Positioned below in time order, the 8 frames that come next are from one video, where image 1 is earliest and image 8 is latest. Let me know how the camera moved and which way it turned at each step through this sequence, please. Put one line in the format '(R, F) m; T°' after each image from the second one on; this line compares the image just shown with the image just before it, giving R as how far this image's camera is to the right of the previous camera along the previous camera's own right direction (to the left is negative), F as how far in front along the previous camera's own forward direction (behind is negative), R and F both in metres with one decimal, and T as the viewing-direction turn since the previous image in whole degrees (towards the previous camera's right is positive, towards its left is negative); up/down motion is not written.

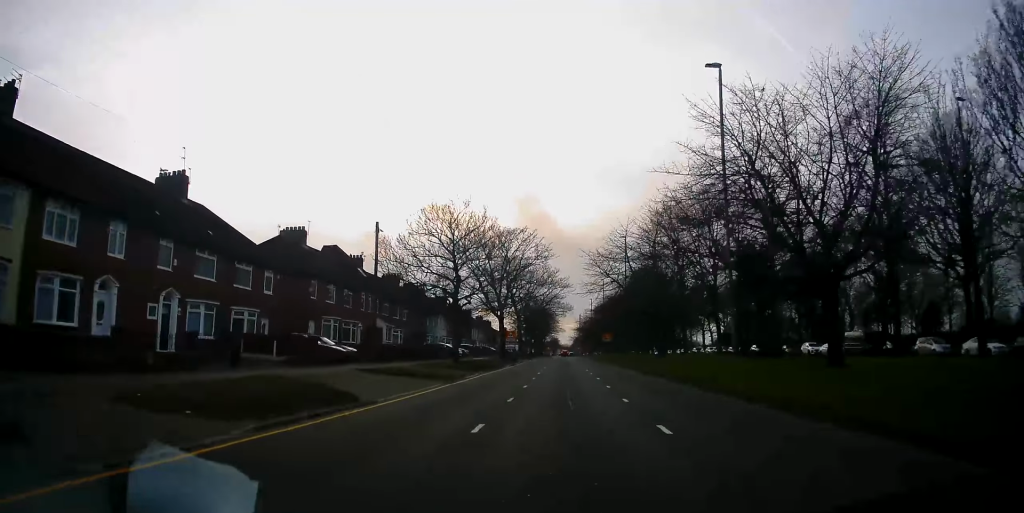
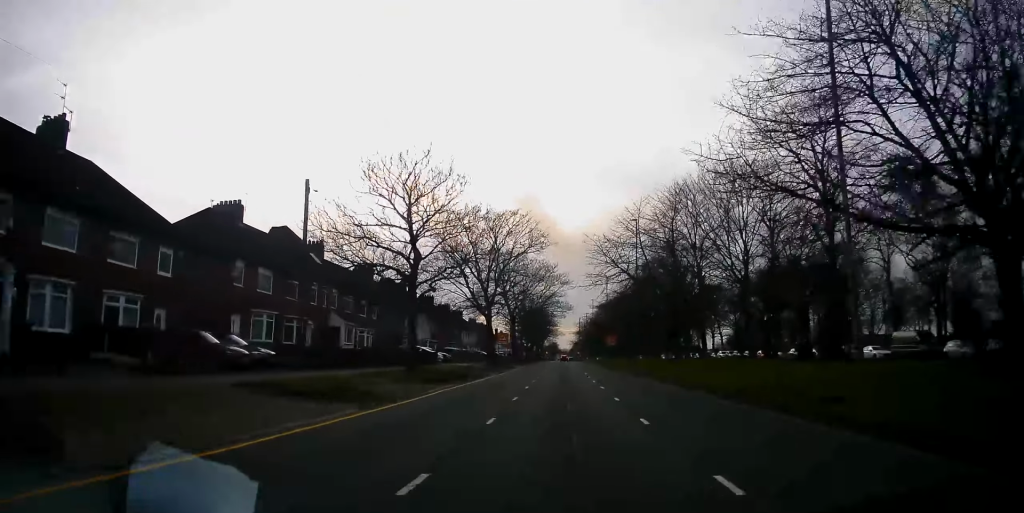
(-0.1, +9.7) m; +1°
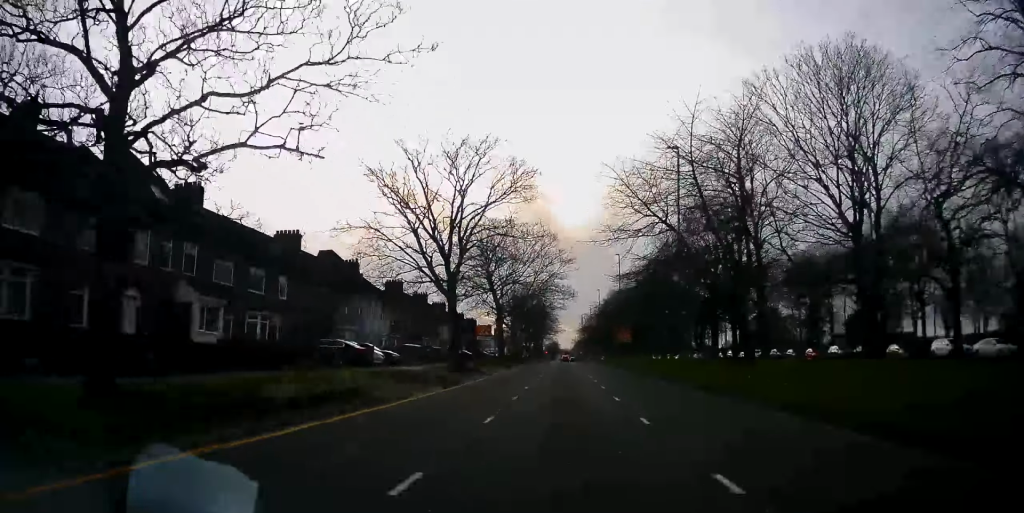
(+0.4, +17.8) m; +1°
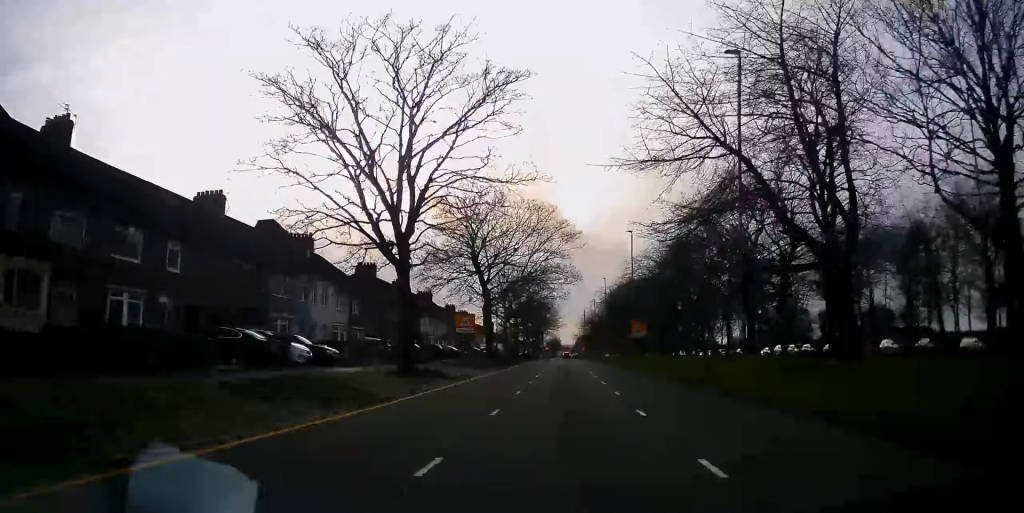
(-0.2, +11.1) m; -2°
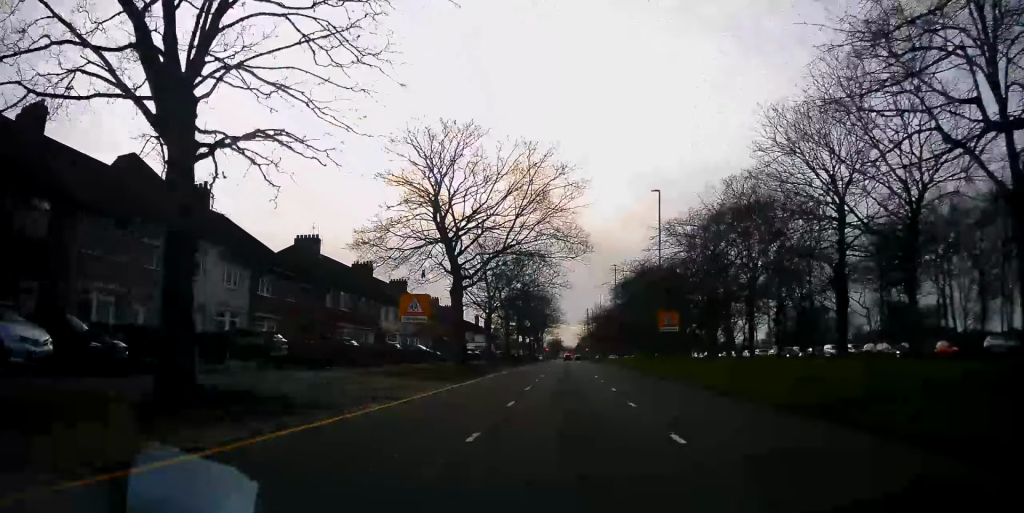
(-0.5, +15.3) m; -1°
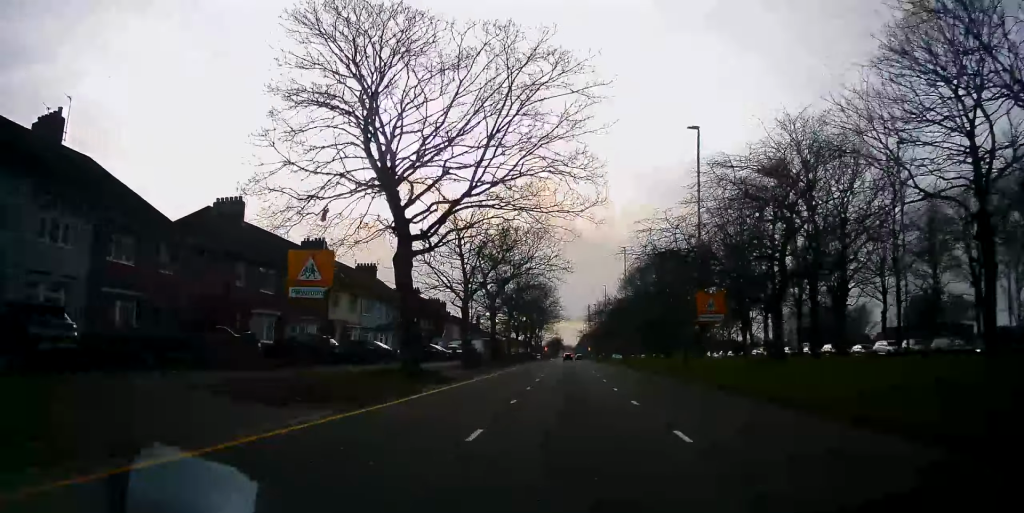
(+0.1, +12.2) m; +1°
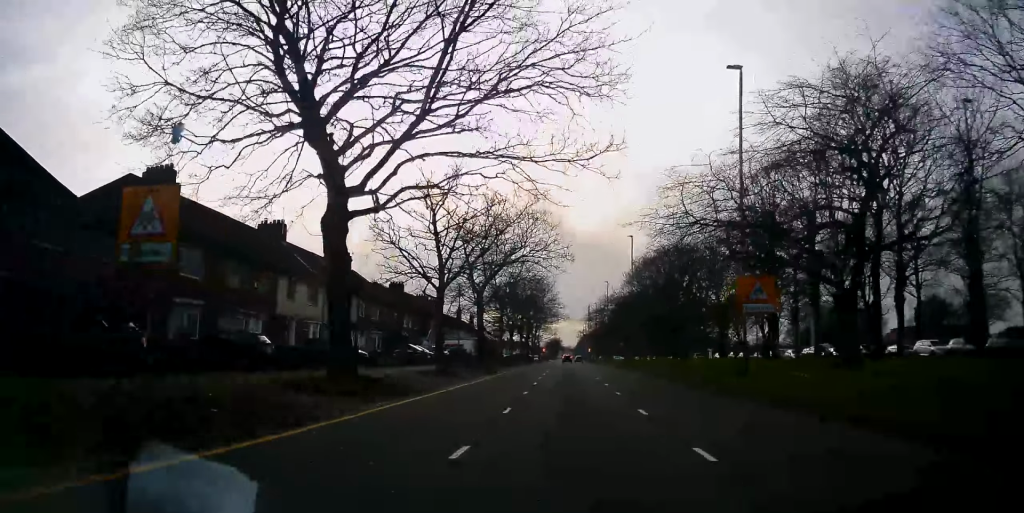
(+0.1, +7.5) m; +1°
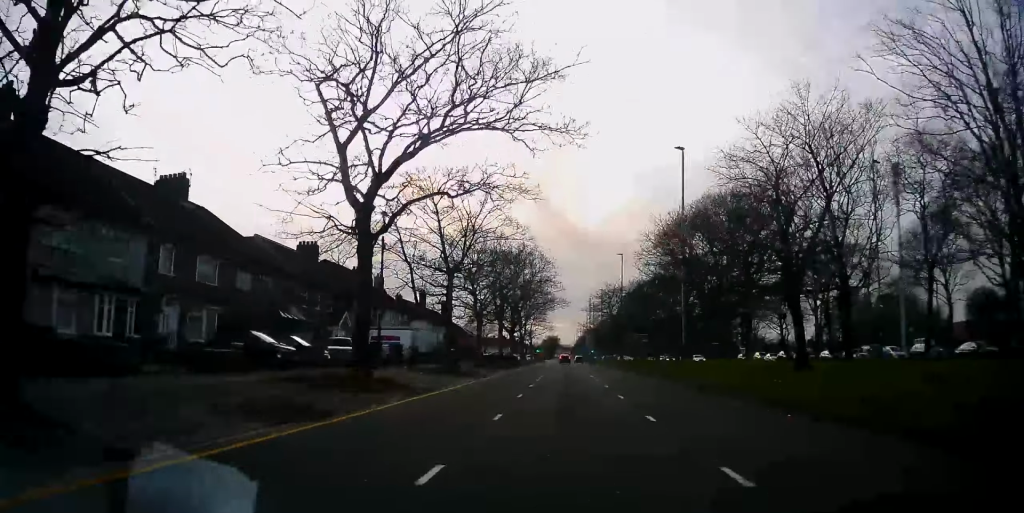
(0.0, +25.9) m; +1°
